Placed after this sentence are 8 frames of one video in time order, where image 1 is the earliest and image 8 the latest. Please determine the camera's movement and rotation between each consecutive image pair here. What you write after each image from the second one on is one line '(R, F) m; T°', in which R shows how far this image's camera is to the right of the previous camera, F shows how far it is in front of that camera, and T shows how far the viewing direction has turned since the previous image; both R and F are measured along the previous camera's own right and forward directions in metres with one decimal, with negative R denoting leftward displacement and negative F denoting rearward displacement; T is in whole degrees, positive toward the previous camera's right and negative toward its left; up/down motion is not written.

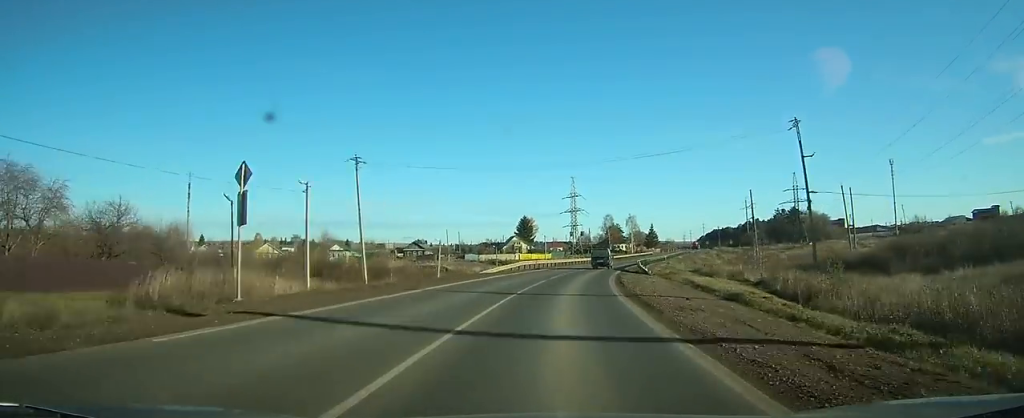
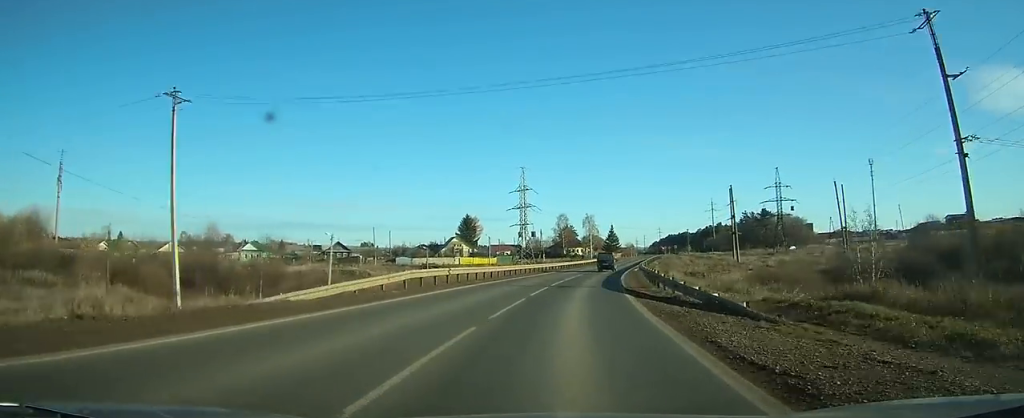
(+0.4, +26.5) m; +3°
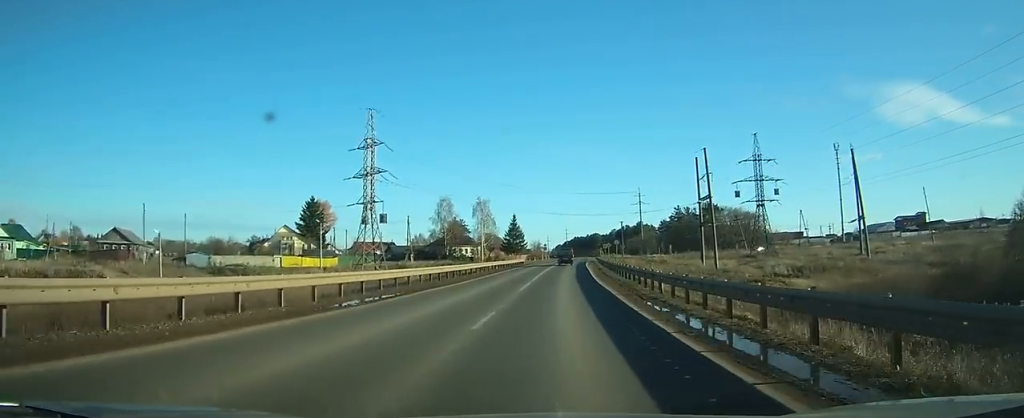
(+4.9, +55.7) m; +11°
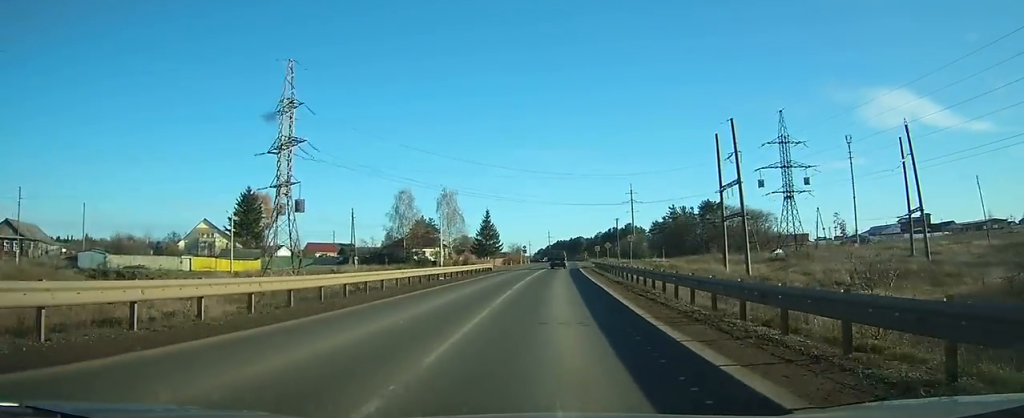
(+0.9, +22.5) m; +3°
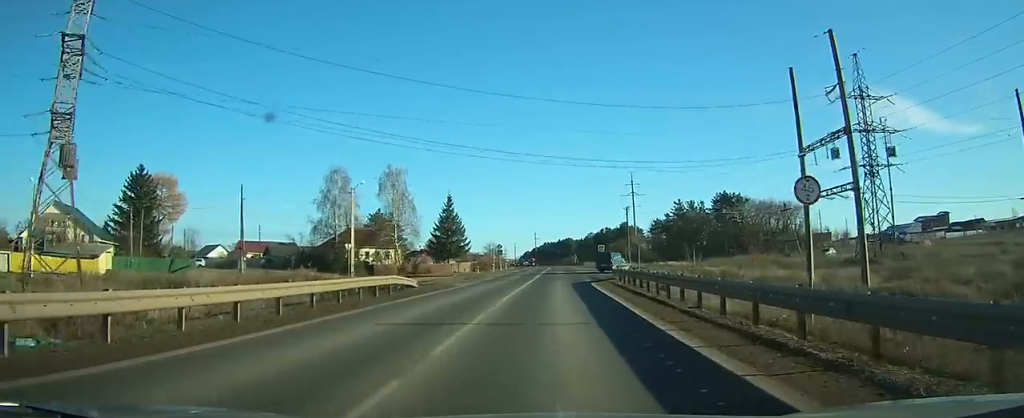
(+0.5, +30.9) m; +2°
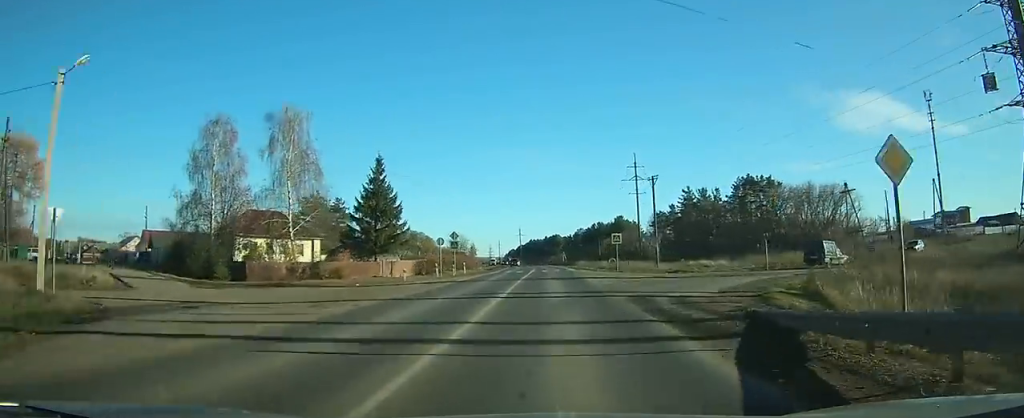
(+0.7, +29.9) m; +2°
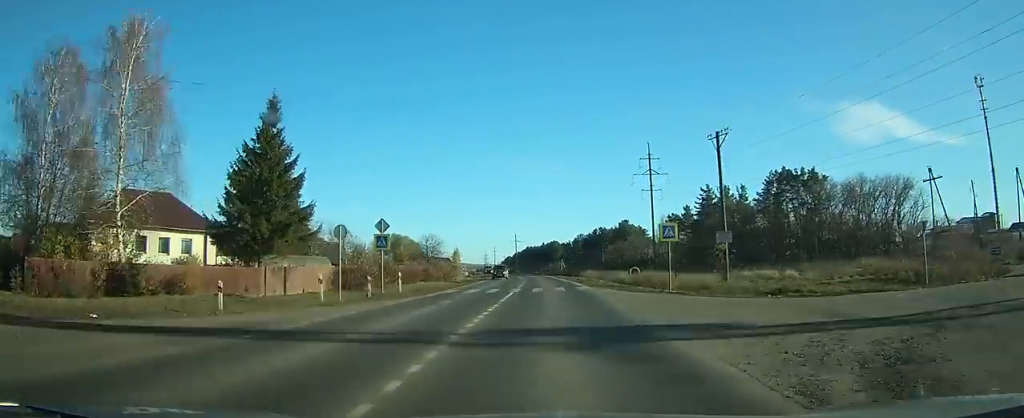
(+0.1, +21.6) m; 0°
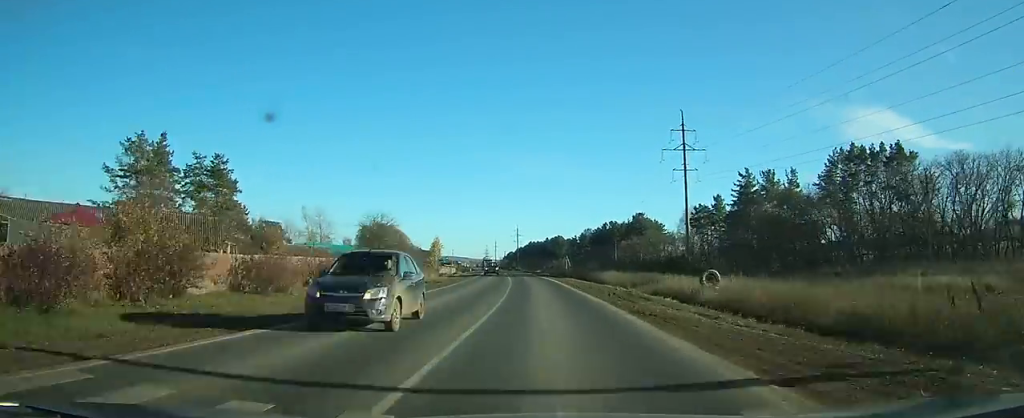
(-0.1, +24.9) m; 0°
